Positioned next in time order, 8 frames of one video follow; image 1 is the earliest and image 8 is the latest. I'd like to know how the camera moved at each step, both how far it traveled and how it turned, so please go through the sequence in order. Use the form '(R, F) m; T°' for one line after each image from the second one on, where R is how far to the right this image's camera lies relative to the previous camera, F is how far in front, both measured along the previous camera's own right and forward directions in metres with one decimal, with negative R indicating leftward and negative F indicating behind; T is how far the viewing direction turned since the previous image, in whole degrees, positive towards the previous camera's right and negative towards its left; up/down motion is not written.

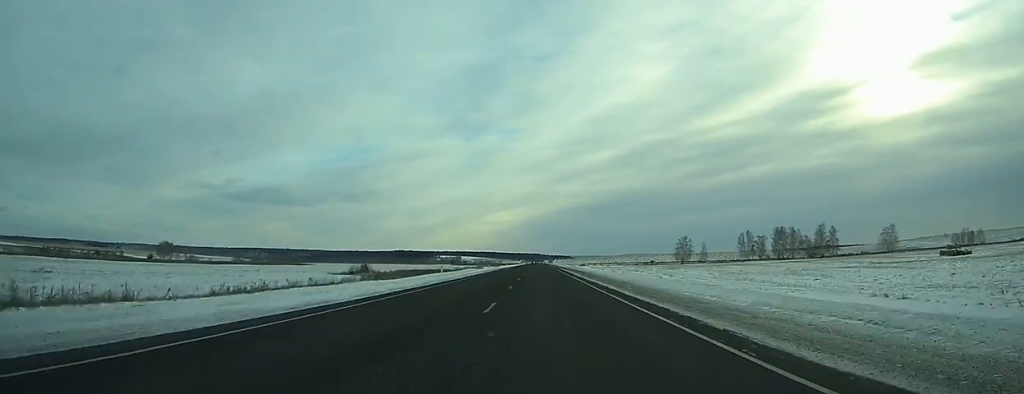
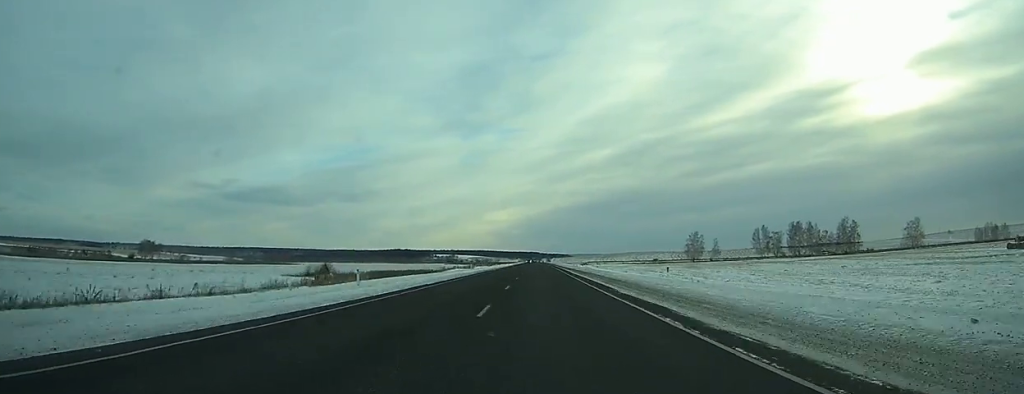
(0.0, +25.1) m; 0°
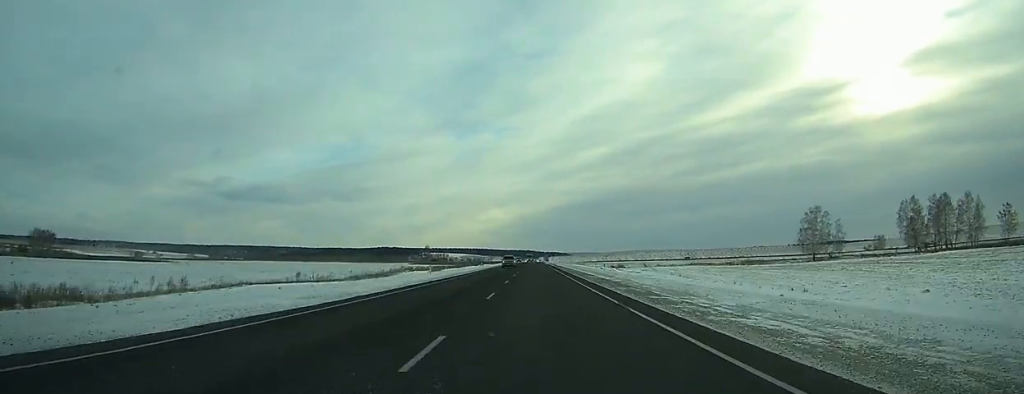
(+0.8, +126.2) m; +1°
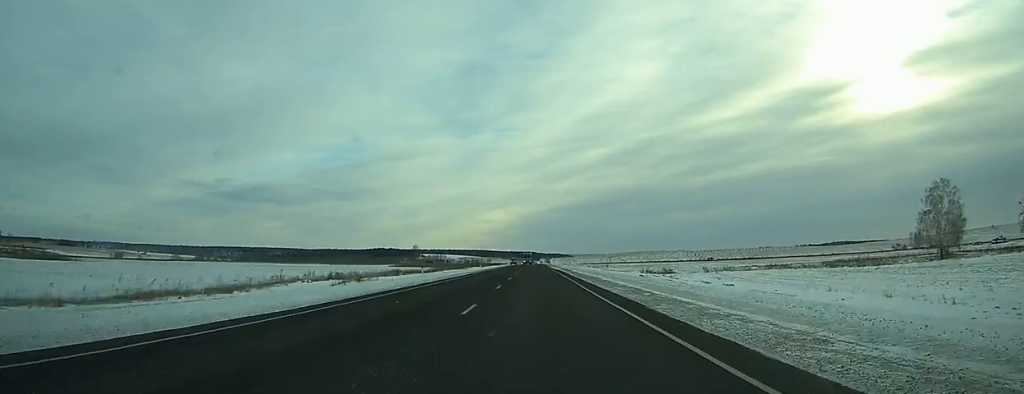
(0.0, +52.3) m; 0°
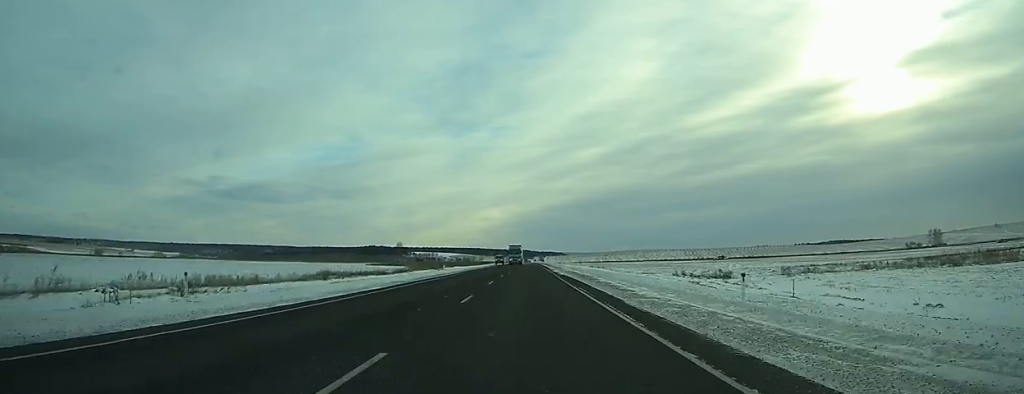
(-0.1, +32.8) m; 0°
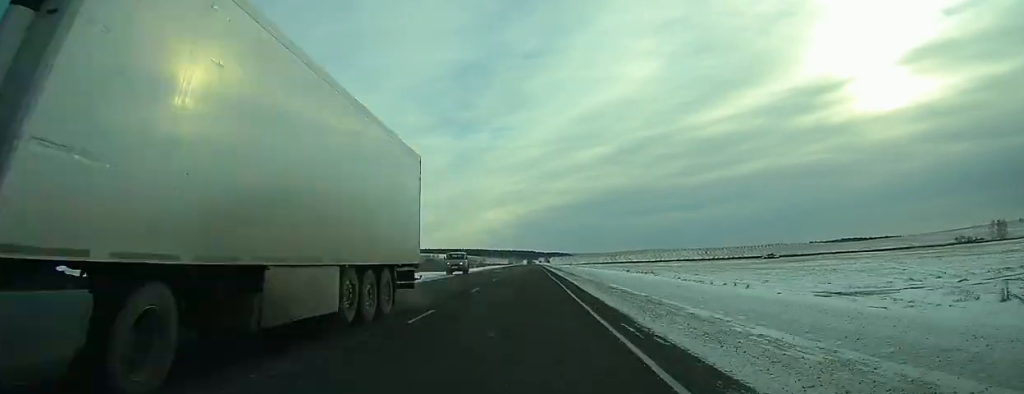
(+0.2, +65.1) m; 0°
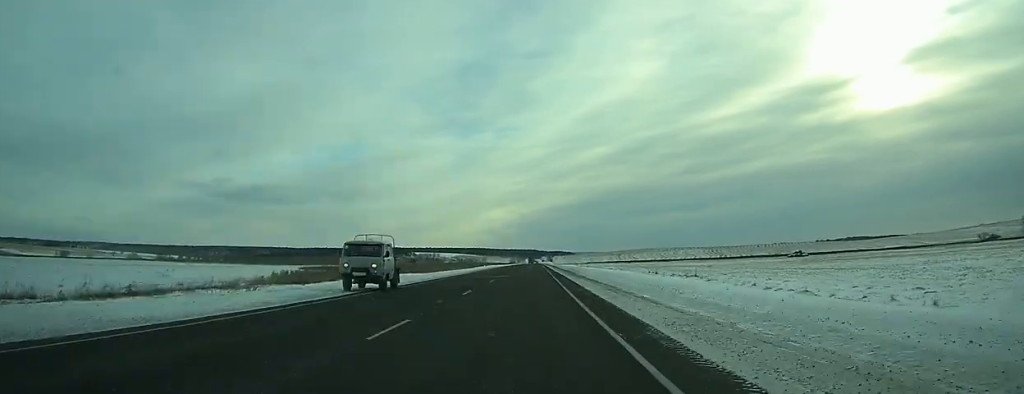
(0.0, +26.7) m; 0°
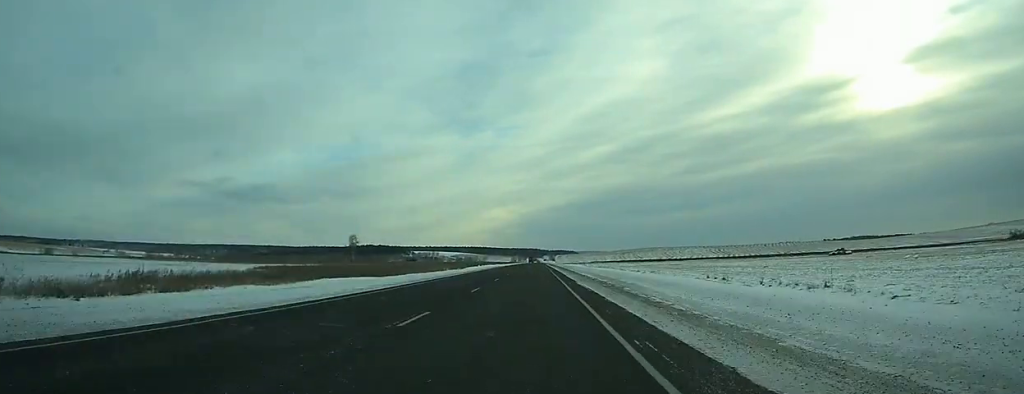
(-0.1, +34.3) m; 0°
